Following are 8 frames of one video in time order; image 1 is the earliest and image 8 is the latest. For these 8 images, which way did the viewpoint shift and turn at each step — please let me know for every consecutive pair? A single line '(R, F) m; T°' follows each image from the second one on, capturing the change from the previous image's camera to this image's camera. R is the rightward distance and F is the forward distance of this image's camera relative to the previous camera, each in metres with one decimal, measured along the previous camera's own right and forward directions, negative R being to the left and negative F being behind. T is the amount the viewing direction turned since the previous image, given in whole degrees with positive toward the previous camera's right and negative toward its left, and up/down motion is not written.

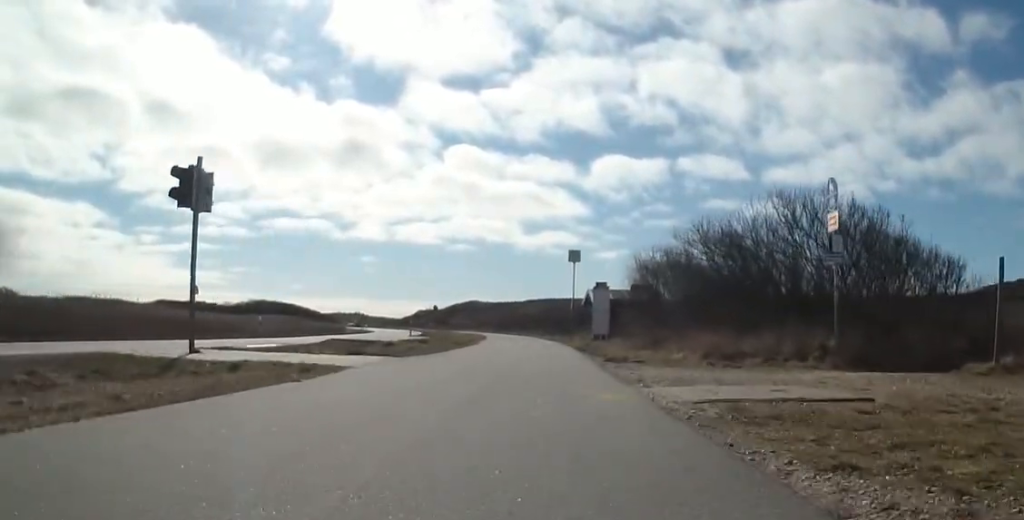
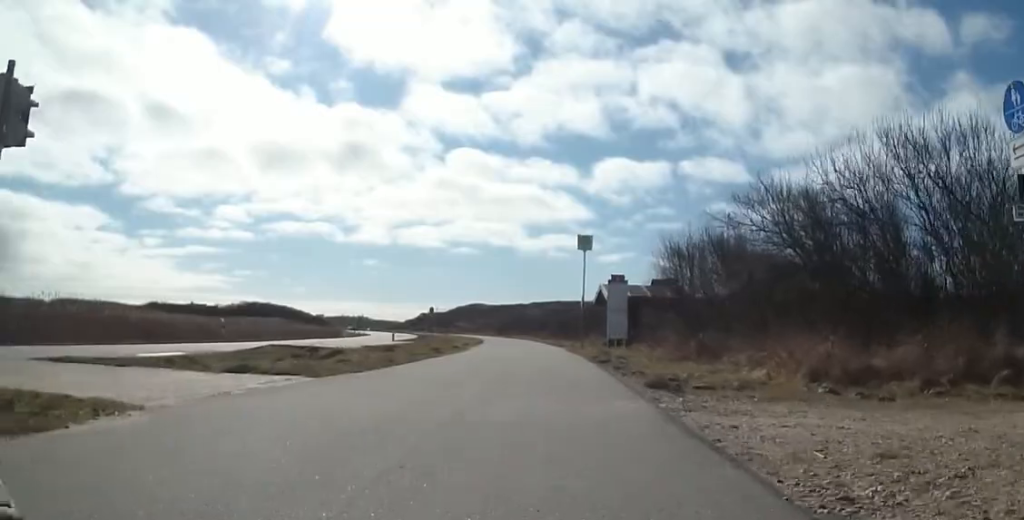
(-0.5, +5.7) m; -2°
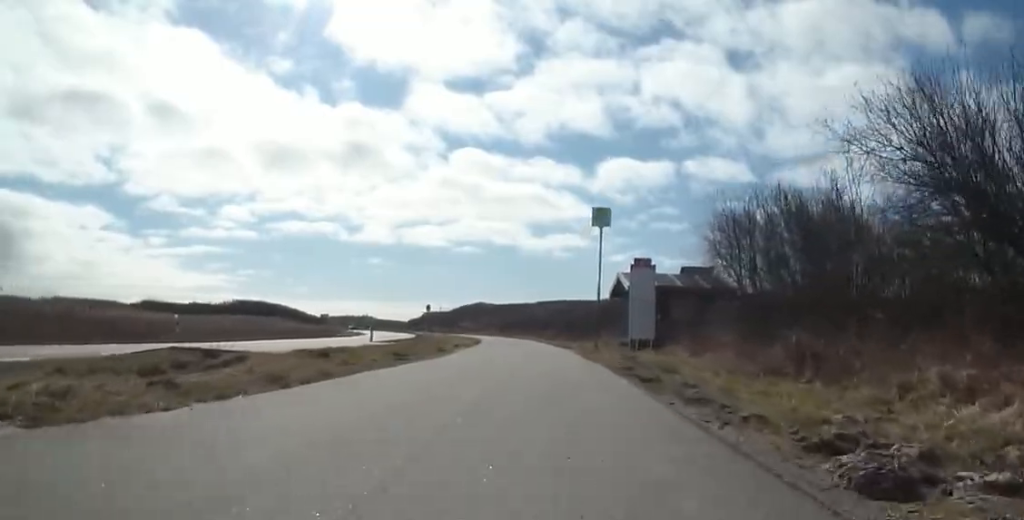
(0.0, +5.4) m; +3°
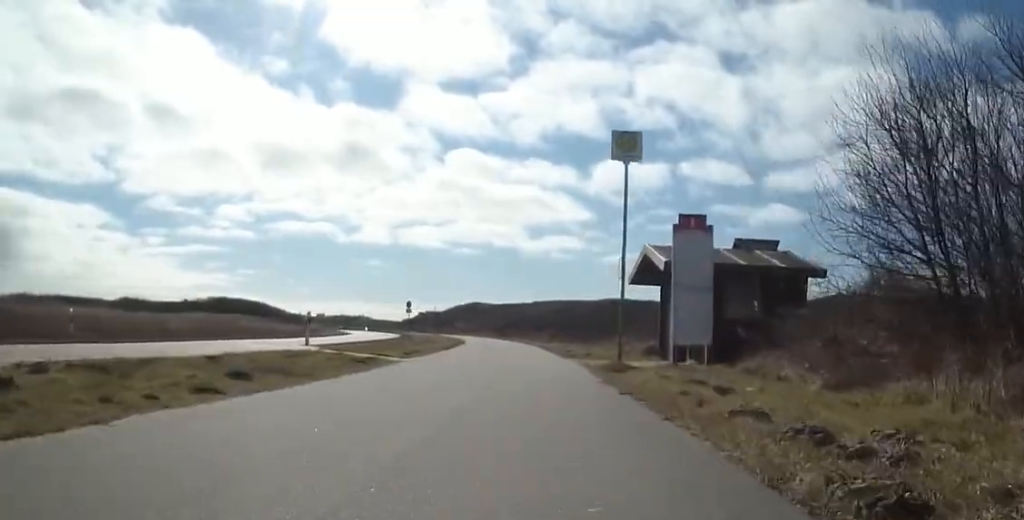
(+0.5, +7.9) m; 0°
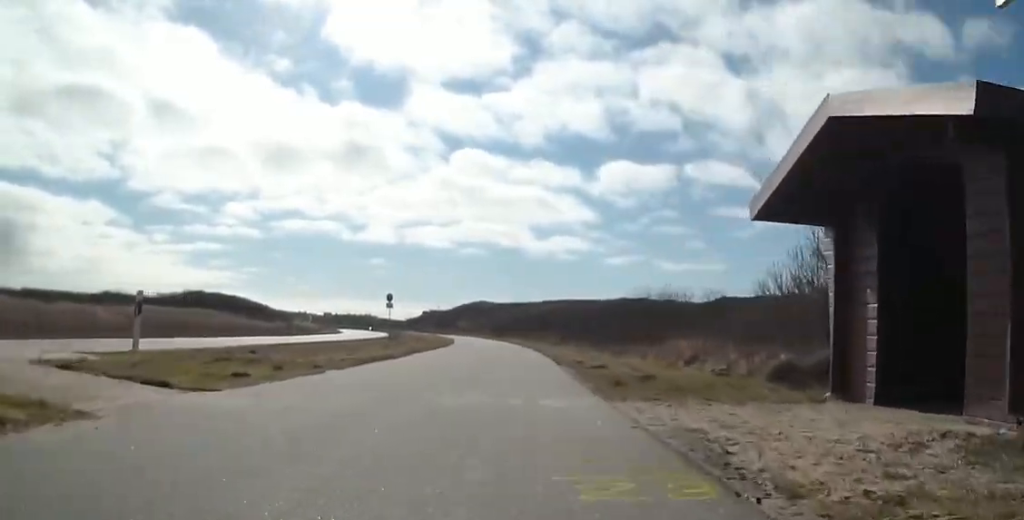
(-0.6, +11.1) m; -1°
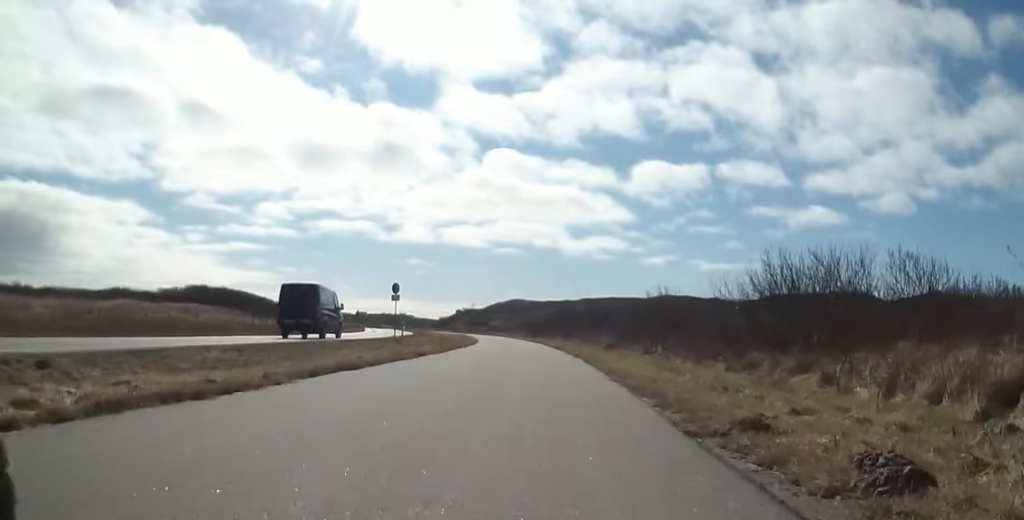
(+0.7, +9.7) m; 0°
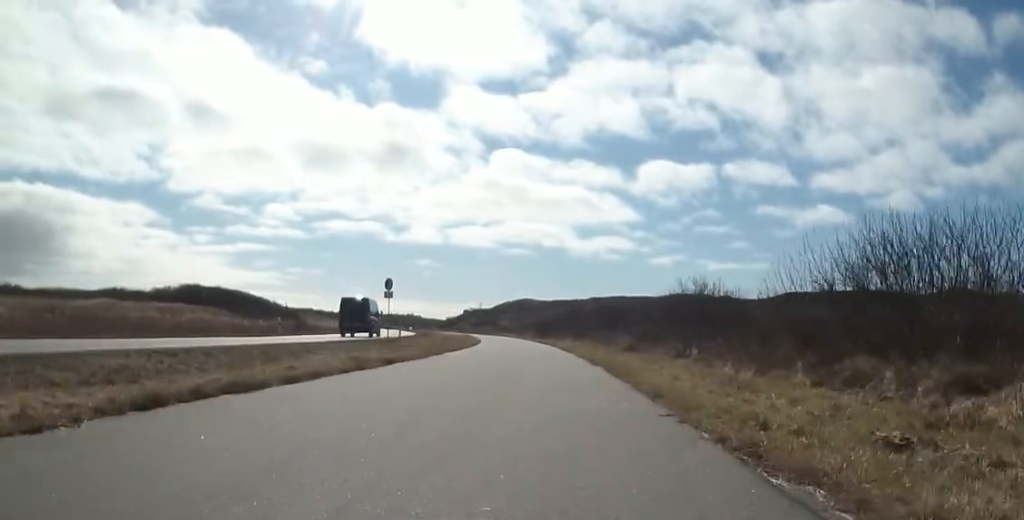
(-0.1, +3.7) m; -2°
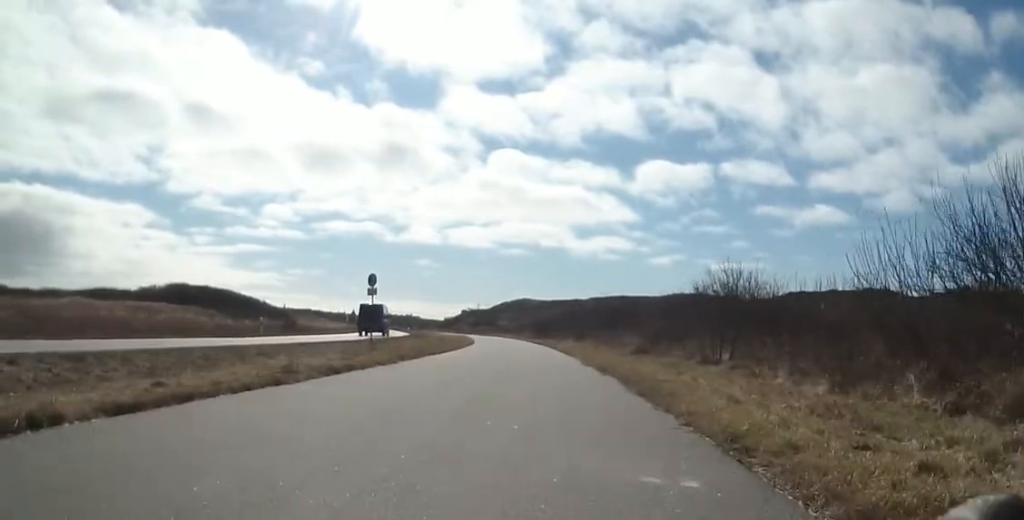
(-0.4, +3.1) m; 0°
